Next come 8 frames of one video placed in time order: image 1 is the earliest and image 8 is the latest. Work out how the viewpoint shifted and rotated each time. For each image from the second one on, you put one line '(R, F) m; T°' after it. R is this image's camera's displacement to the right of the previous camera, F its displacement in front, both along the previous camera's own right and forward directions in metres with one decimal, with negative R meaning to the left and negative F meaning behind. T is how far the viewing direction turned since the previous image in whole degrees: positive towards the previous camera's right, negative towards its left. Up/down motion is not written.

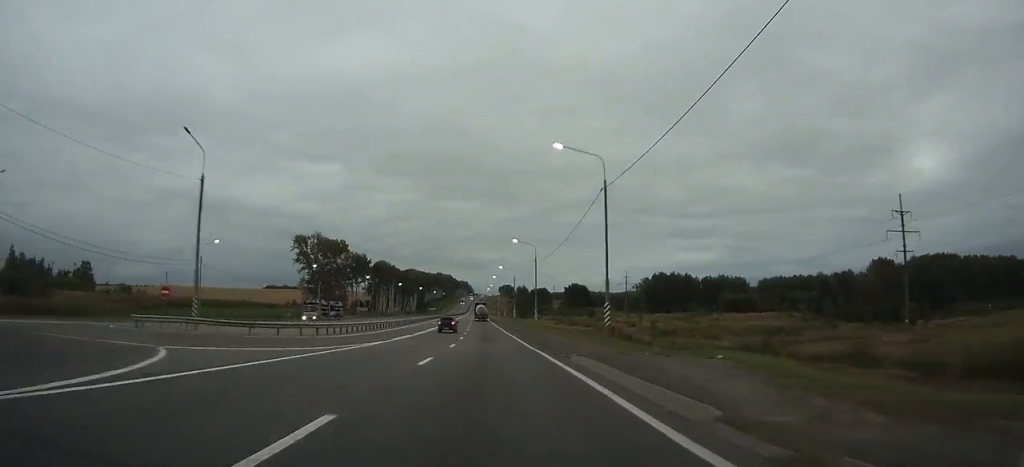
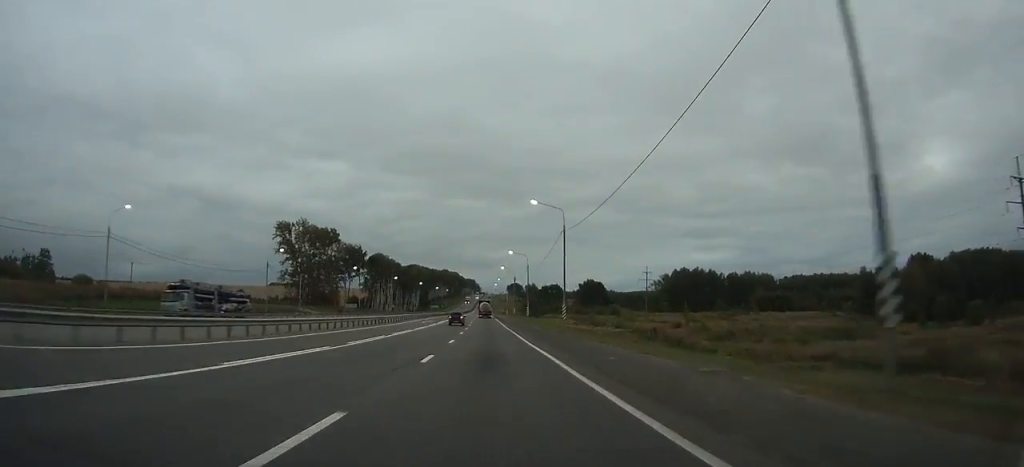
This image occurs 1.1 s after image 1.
(0.0, +23.2) m; -1°
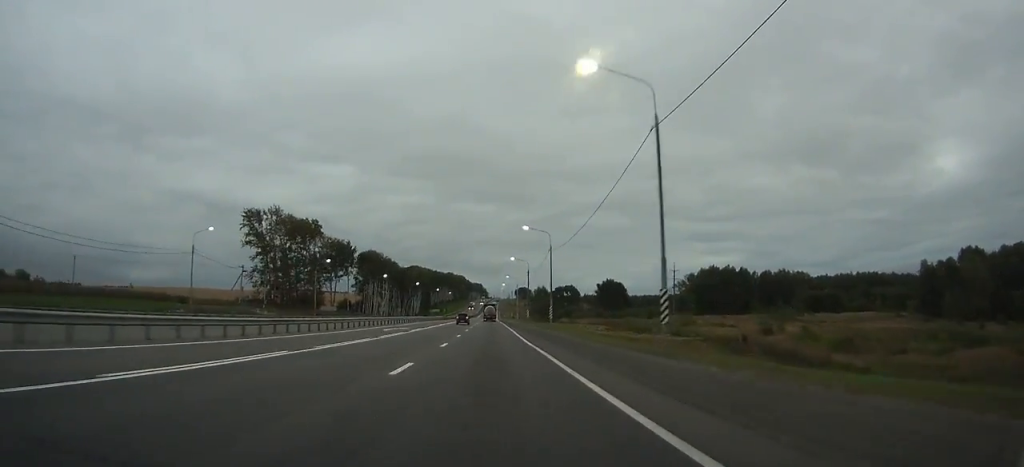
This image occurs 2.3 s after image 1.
(-0.1, +27.7) m; -1°
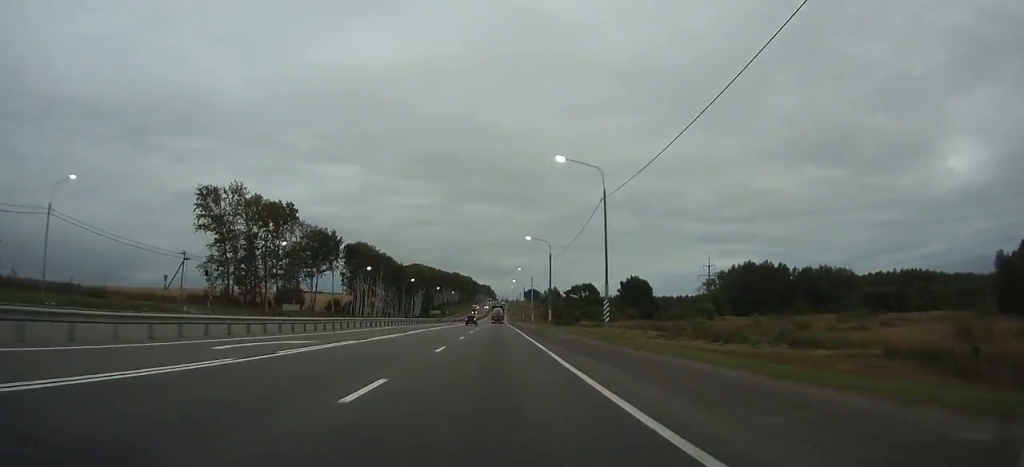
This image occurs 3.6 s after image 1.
(-0.4, +27.8) m; -1°
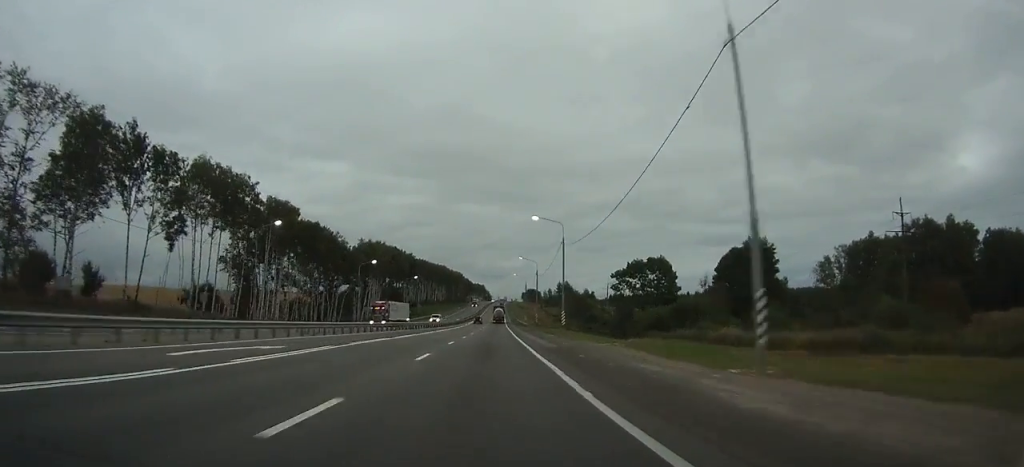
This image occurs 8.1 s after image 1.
(-1.2, +98.1) m; -1°
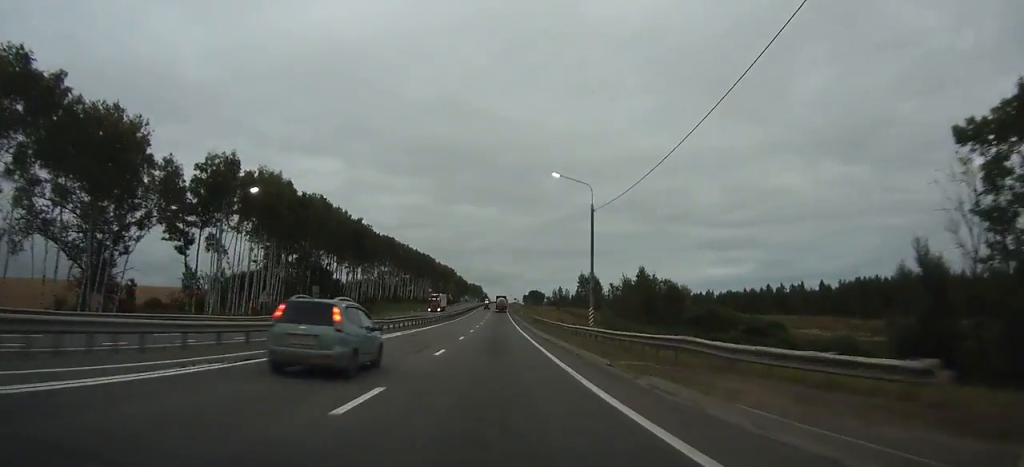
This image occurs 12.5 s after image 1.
(-0.5, +95.1) m; 0°
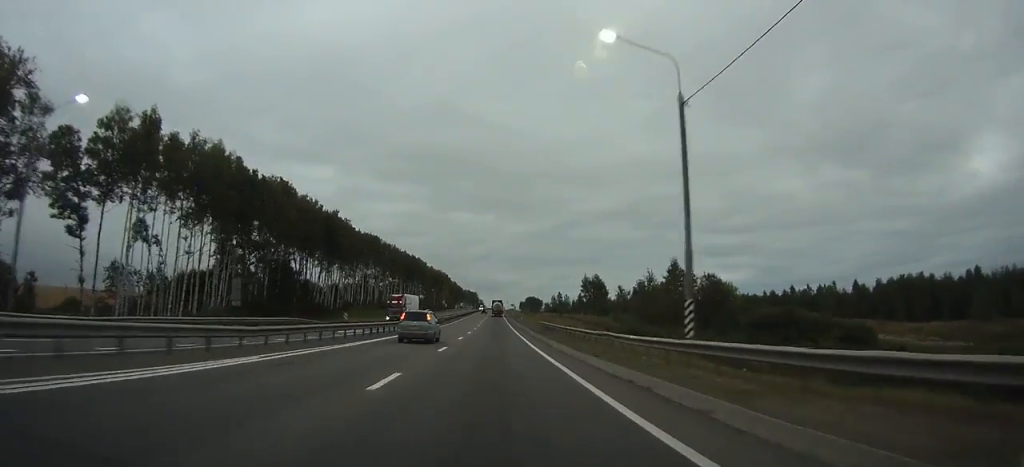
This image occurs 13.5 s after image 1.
(+0.1, +21.4) m; 0°
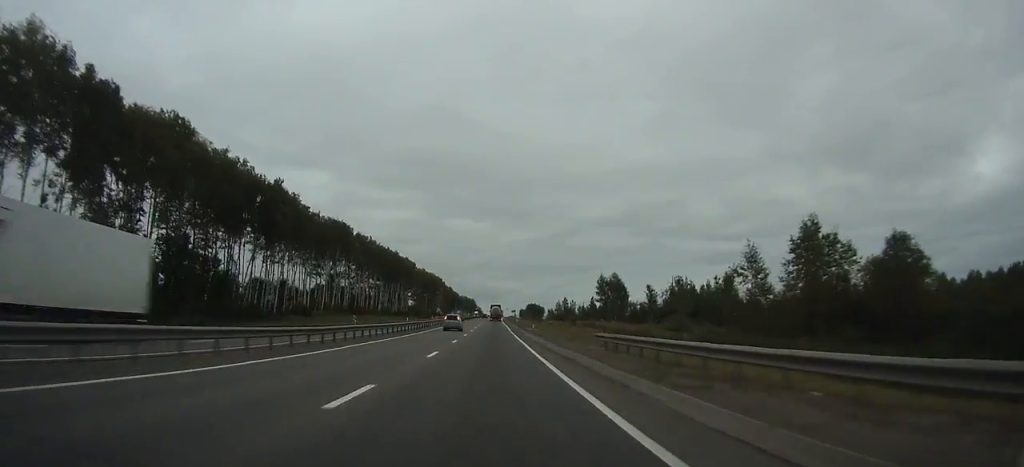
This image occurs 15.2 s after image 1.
(+0.2, +37.0) m; 0°
